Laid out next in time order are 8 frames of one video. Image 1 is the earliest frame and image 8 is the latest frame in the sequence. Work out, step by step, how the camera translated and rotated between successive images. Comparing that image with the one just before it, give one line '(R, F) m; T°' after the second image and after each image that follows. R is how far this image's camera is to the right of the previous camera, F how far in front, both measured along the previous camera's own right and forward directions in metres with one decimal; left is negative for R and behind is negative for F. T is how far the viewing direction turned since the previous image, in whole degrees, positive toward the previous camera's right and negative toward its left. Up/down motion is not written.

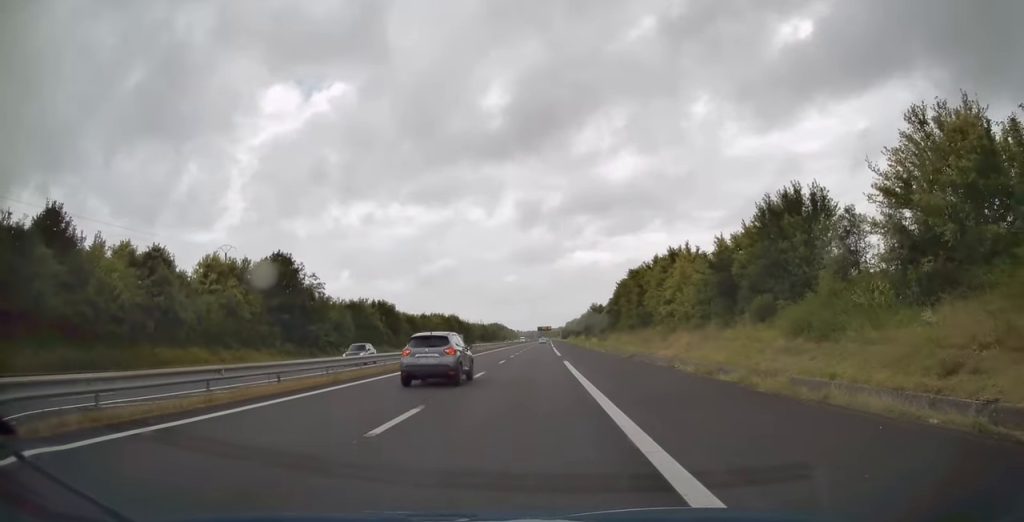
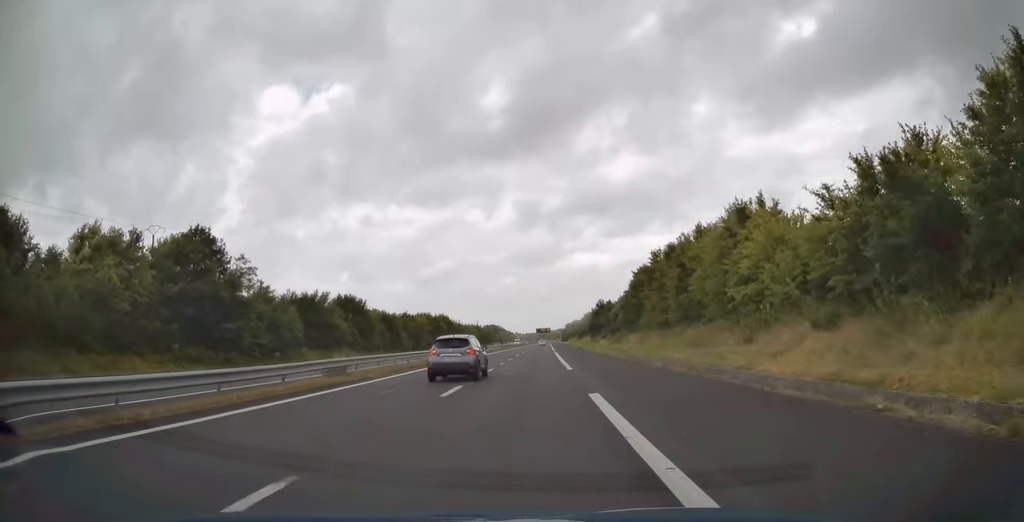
(0.0, +19.4) m; 0°
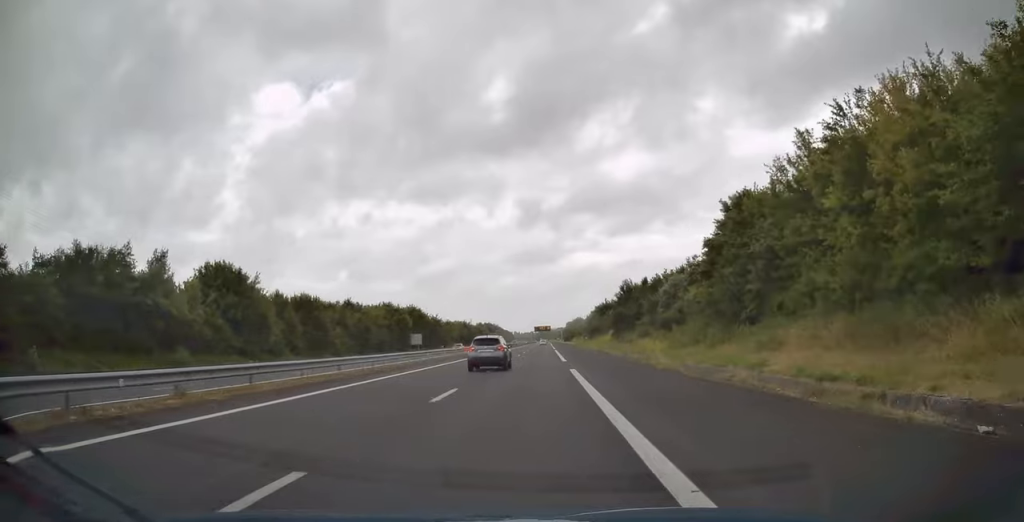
(0.0, +40.5) m; 0°
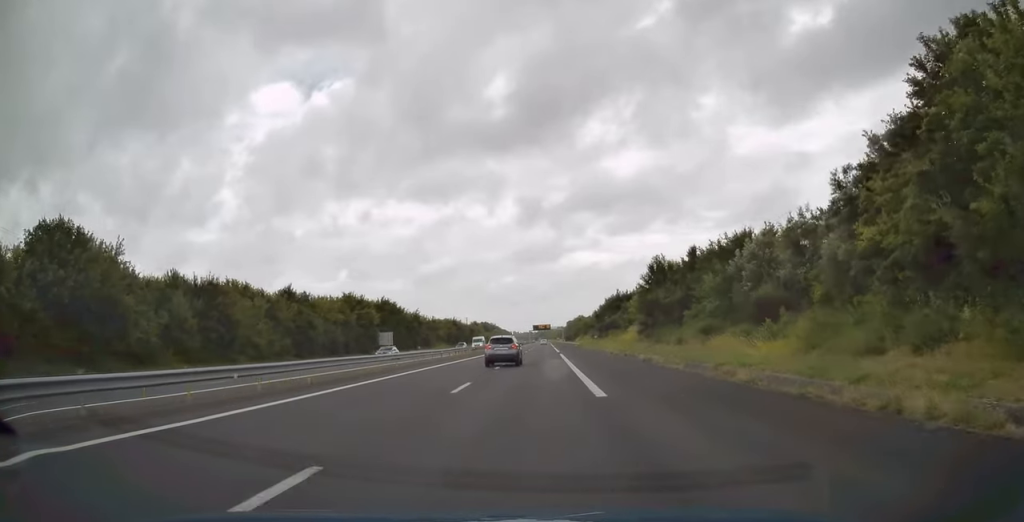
(0.0, +23.7) m; 0°
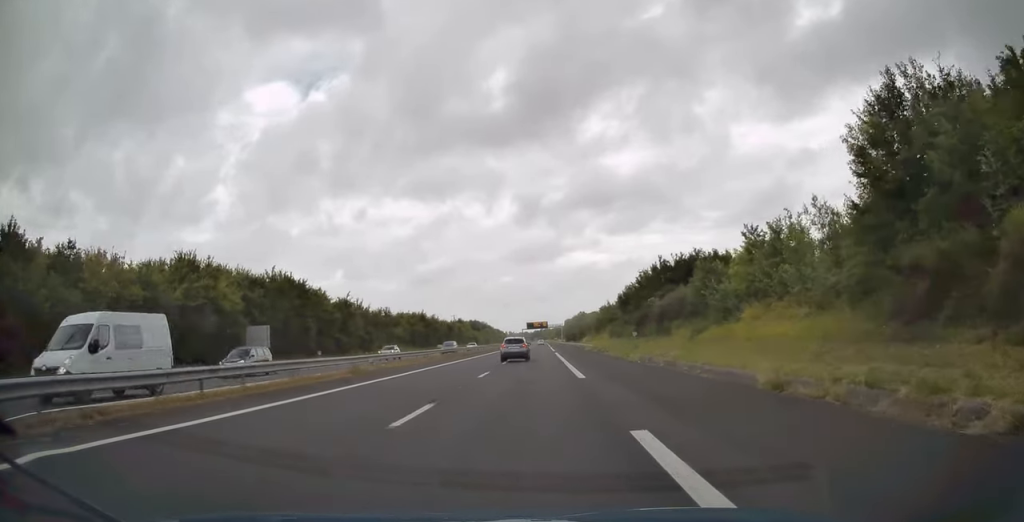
(+0.1, +45.2) m; 0°
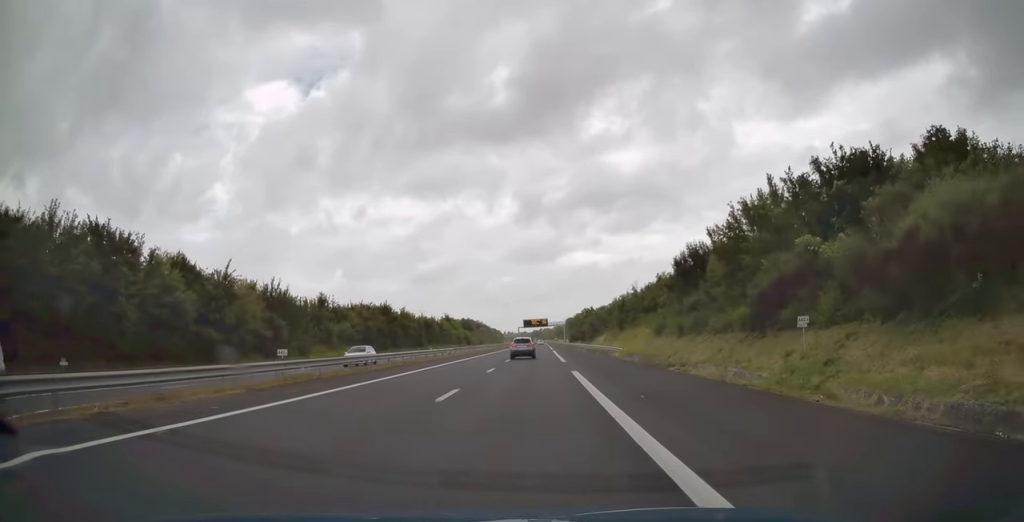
(+0.1, +35.0) m; 0°
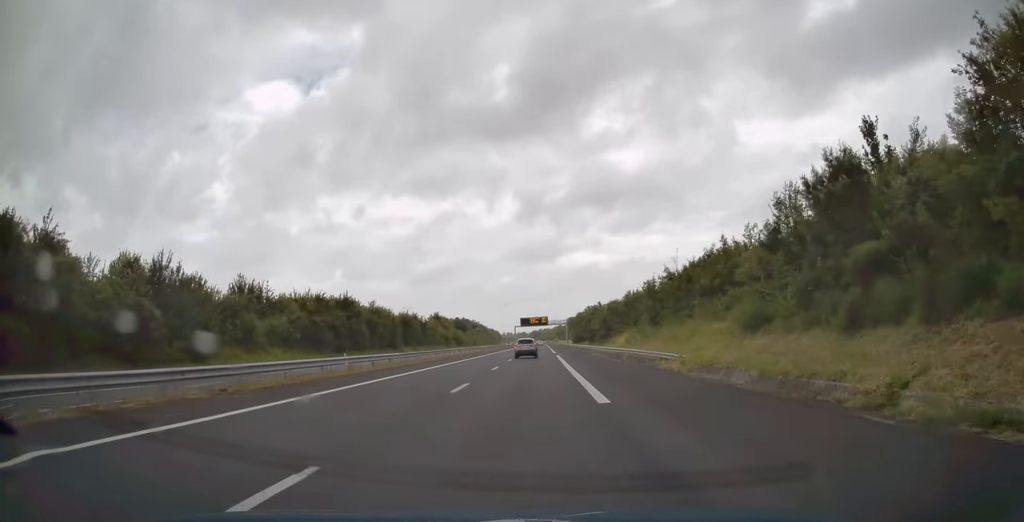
(0.0, +23.7) m; 0°
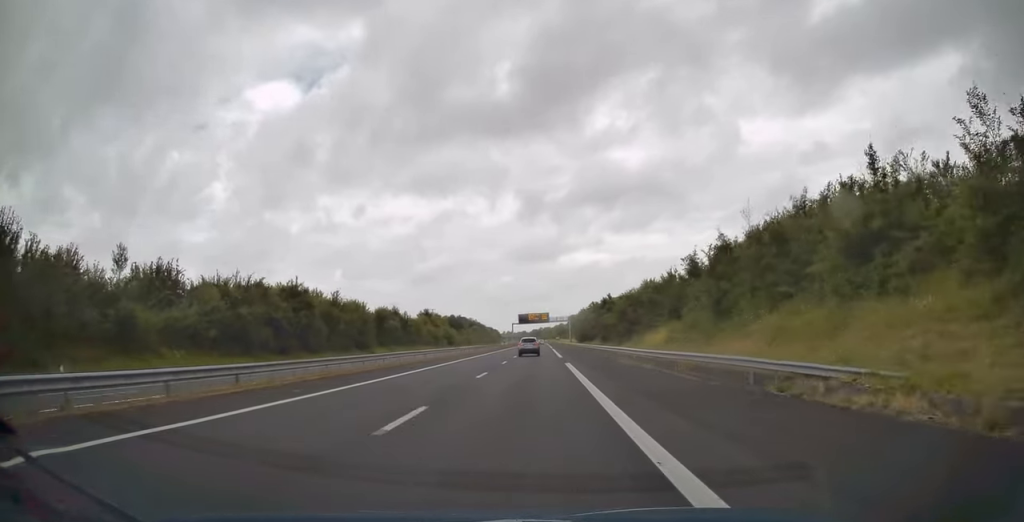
(-0.1, +19.9) m; 0°
